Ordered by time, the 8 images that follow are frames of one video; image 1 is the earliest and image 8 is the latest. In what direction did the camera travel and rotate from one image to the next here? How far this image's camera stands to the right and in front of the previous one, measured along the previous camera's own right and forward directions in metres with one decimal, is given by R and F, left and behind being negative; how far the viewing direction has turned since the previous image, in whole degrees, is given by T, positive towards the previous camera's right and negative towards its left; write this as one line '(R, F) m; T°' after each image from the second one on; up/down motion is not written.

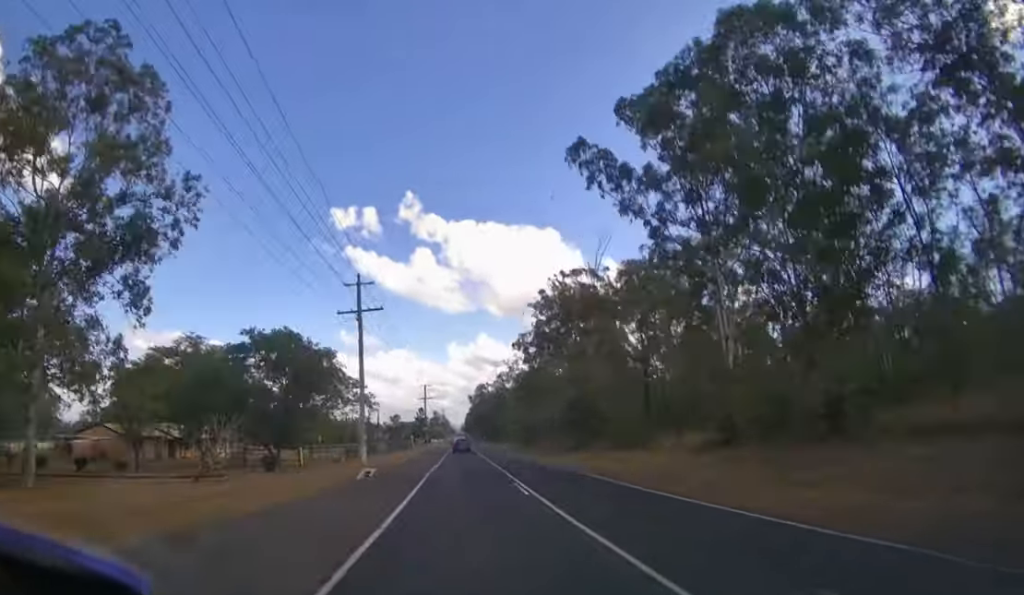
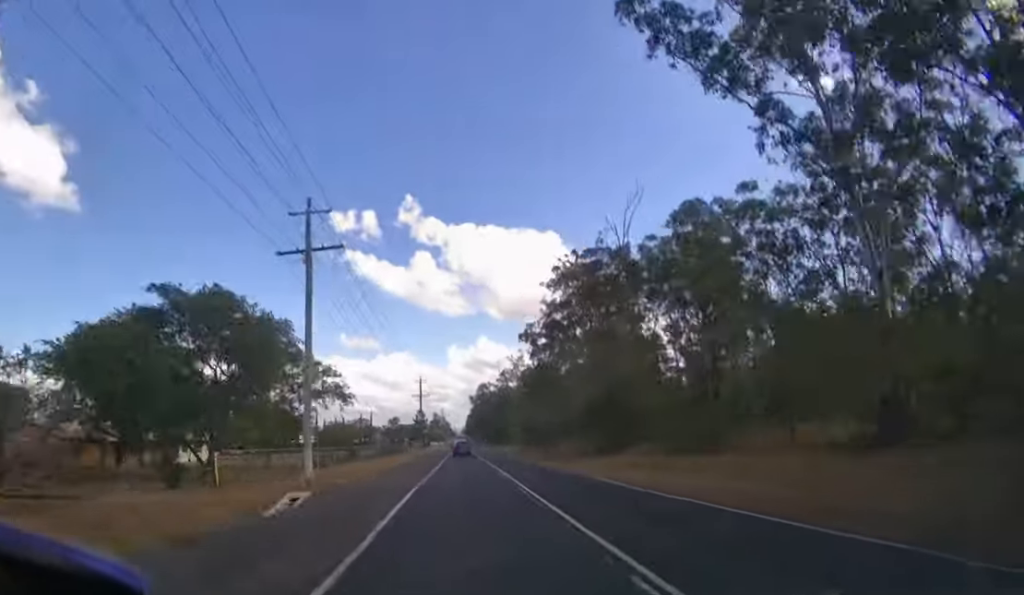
(0.0, +9.5) m; 0°
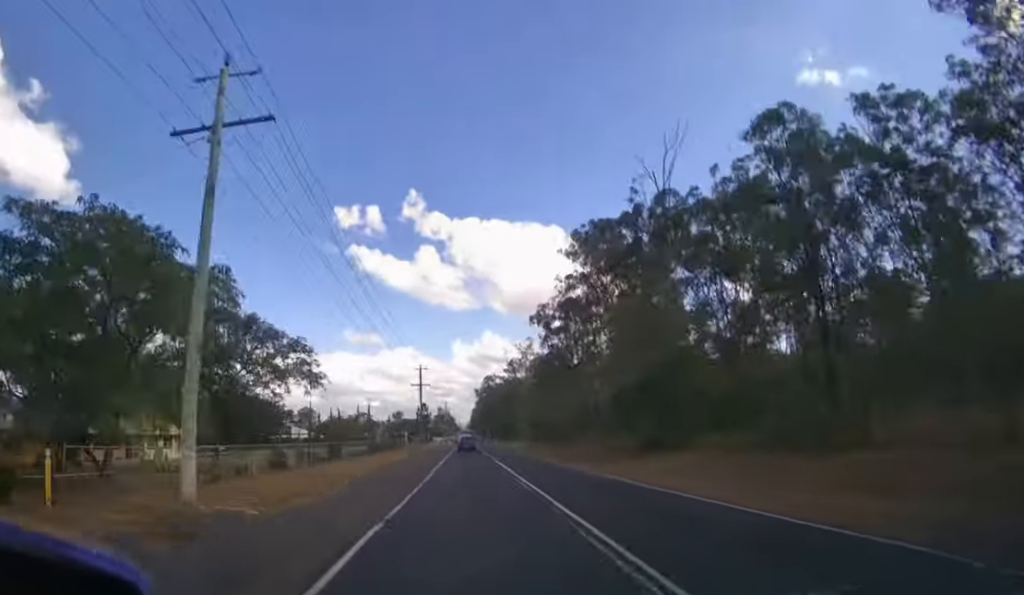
(0.0, +8.0) m; 0°
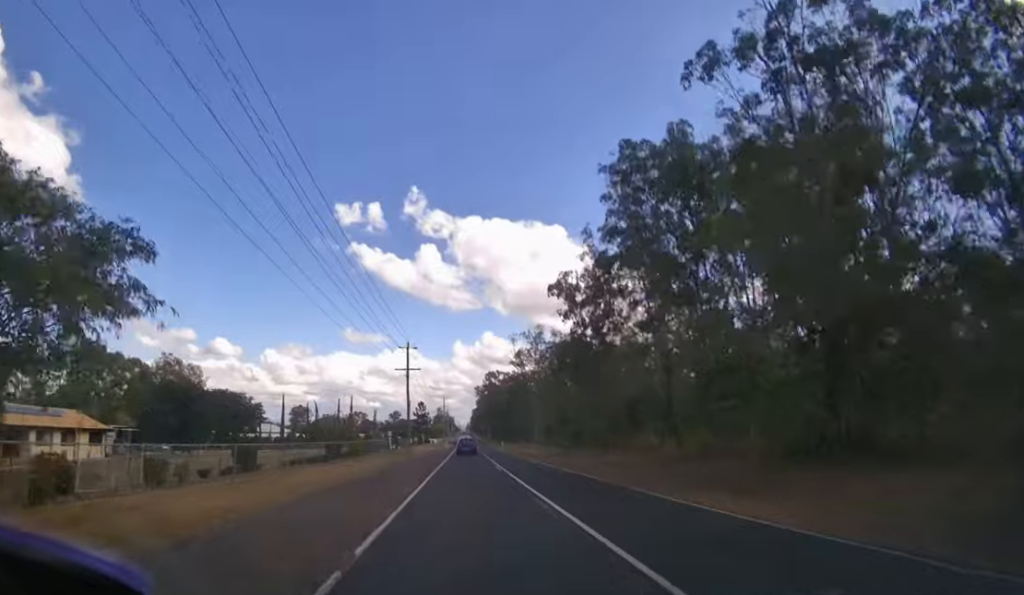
(0.0, +14.7) m; 0°
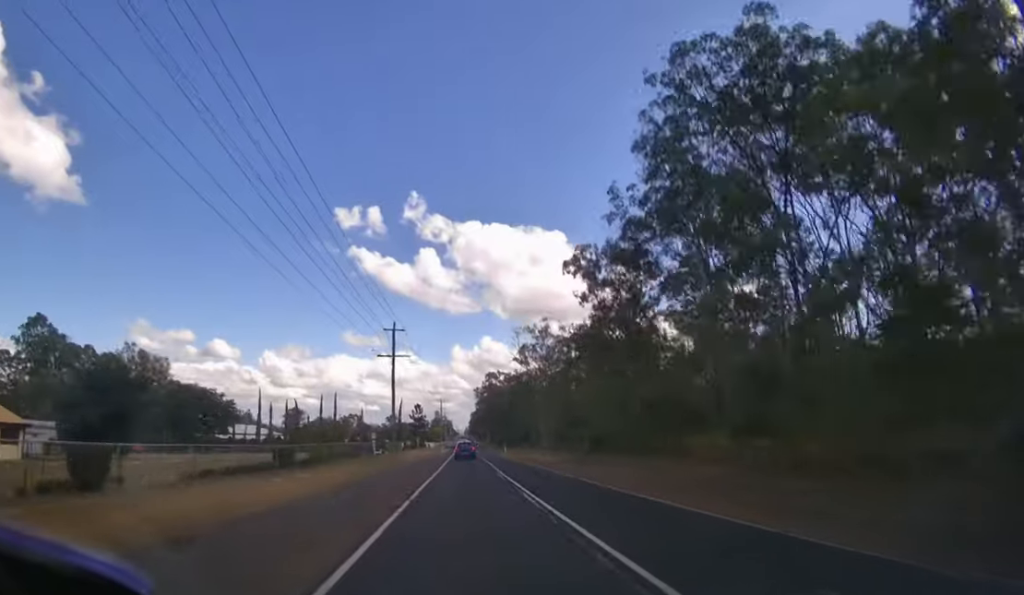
(0.0, +9.3) m; 0°
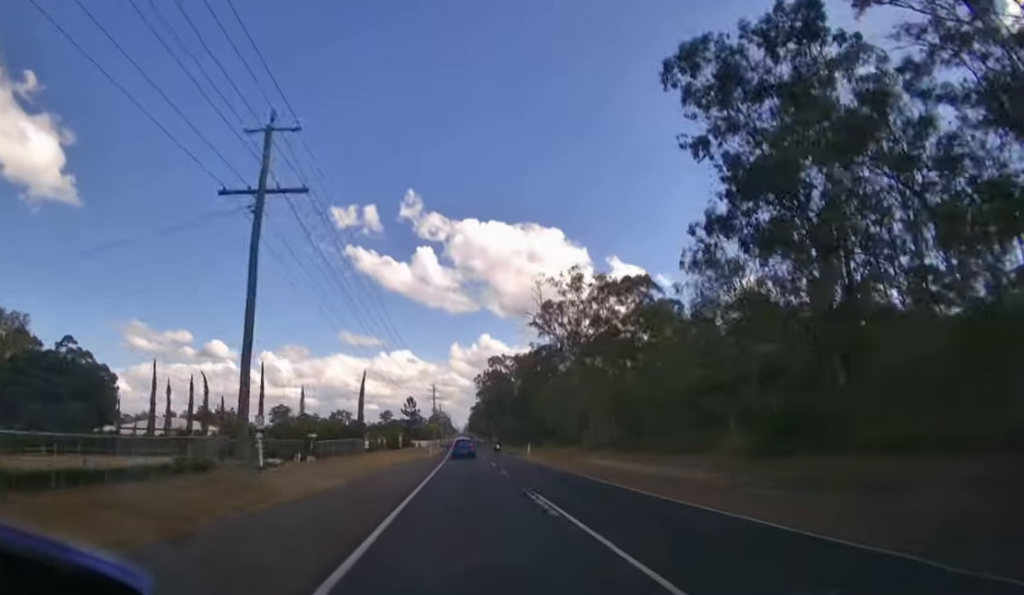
(+0.1, +23.3) m; 0°
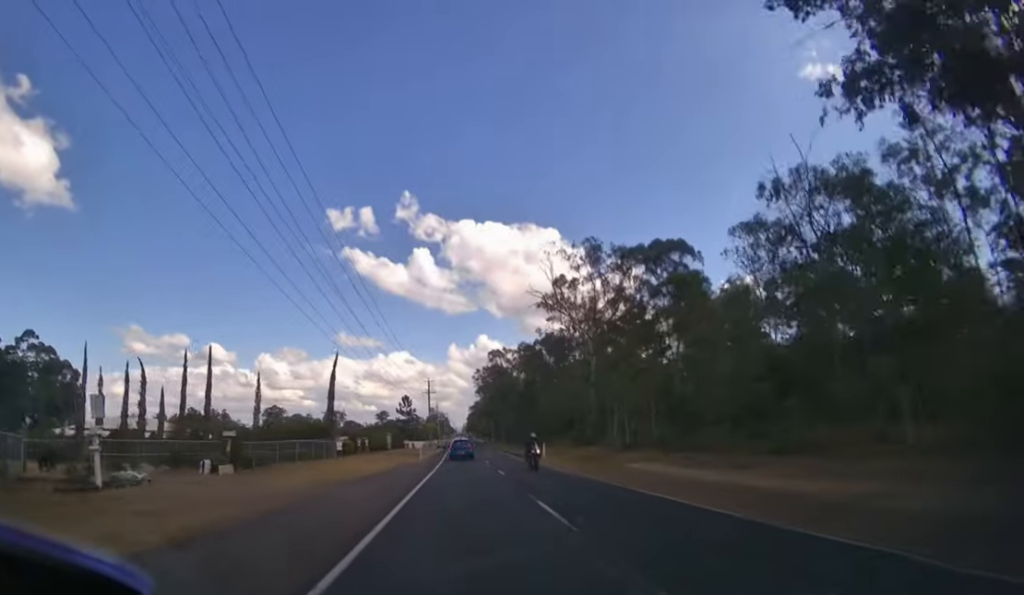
(0.0, +9.0) m; 0°
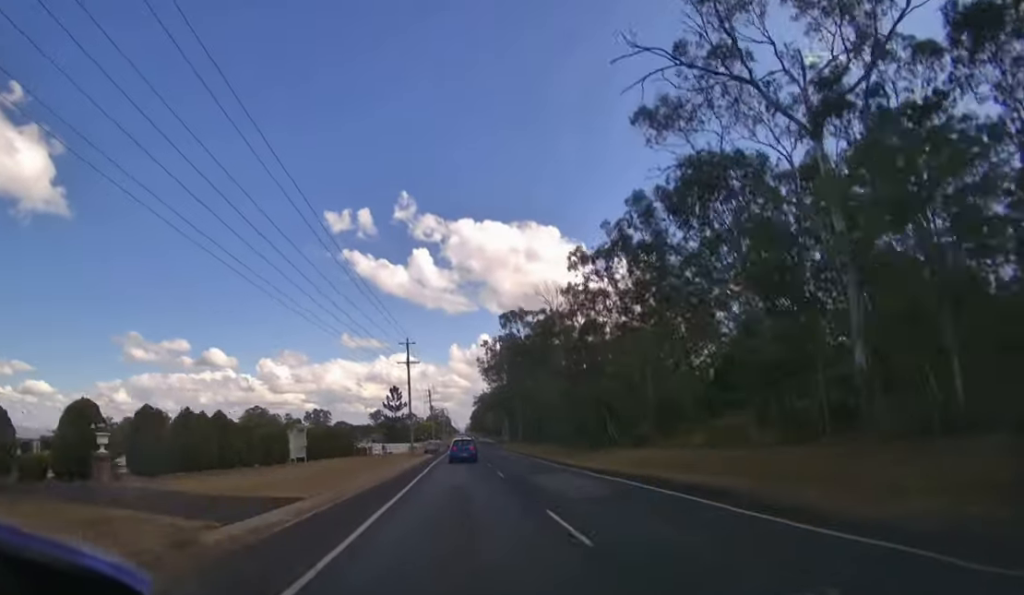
(+0.1, +37.5) m; 0°
